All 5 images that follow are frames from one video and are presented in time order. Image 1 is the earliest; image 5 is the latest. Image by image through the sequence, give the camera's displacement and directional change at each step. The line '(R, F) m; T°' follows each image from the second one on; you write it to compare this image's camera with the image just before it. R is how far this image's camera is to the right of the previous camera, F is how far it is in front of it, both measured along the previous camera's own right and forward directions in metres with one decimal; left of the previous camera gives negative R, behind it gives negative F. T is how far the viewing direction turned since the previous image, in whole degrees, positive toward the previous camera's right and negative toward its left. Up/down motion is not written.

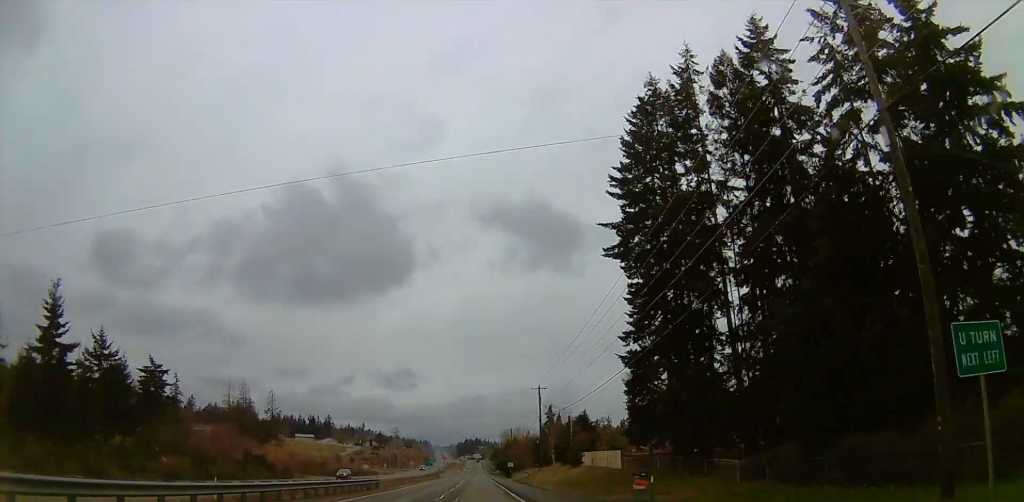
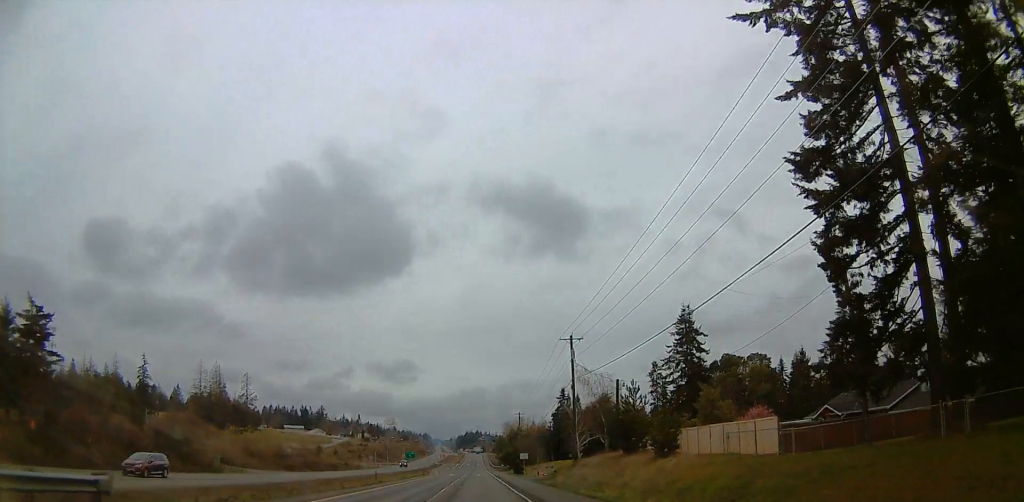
(+1.6, +34.6) m; +3°
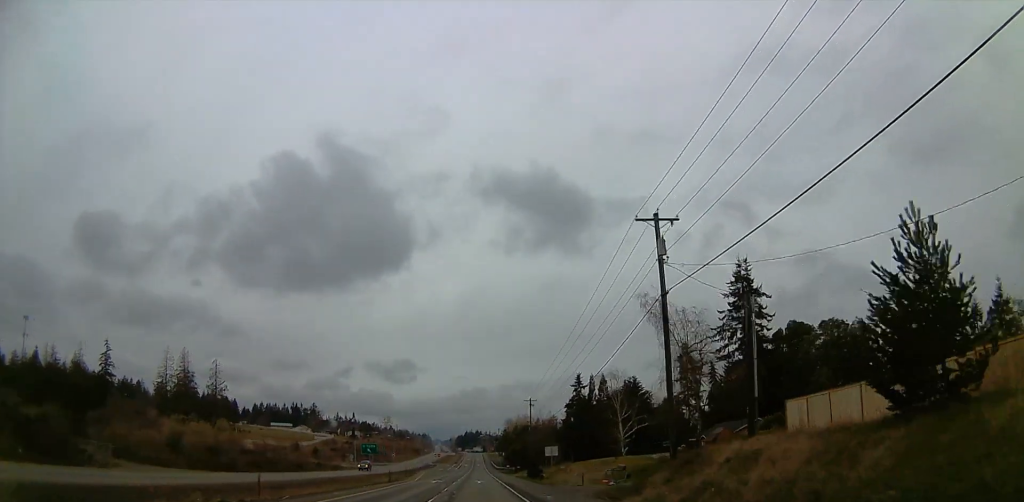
(0.0, +33.1) m; -1°
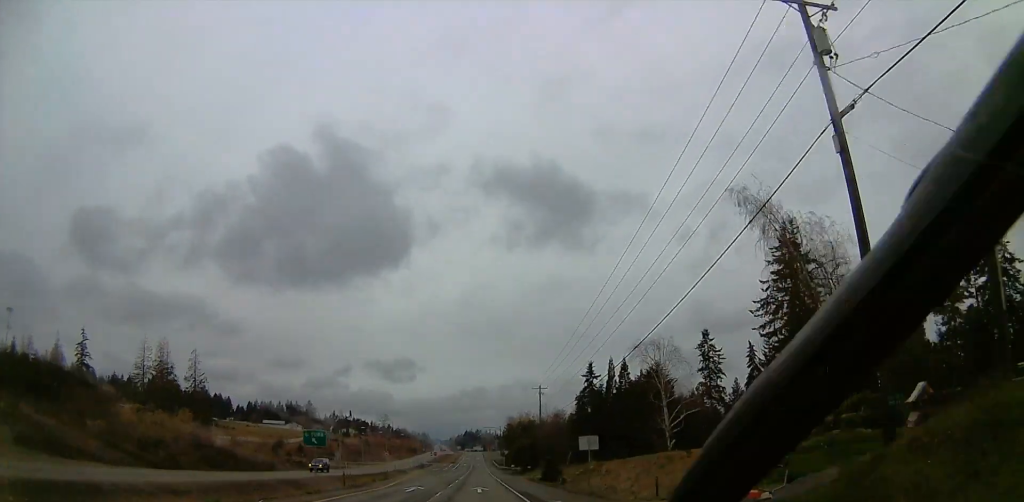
(-0.1, +18.7) m; -3°
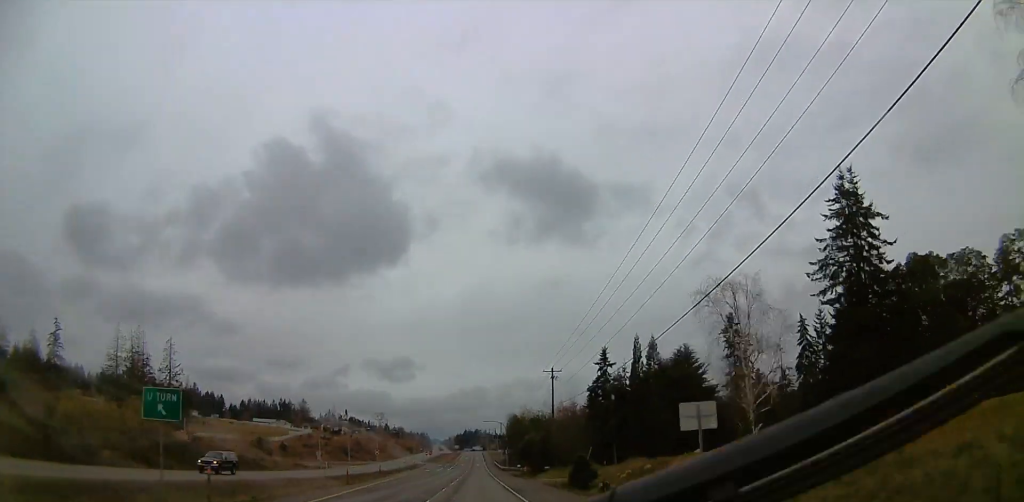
(-0.7, +17.8) m; 0°
